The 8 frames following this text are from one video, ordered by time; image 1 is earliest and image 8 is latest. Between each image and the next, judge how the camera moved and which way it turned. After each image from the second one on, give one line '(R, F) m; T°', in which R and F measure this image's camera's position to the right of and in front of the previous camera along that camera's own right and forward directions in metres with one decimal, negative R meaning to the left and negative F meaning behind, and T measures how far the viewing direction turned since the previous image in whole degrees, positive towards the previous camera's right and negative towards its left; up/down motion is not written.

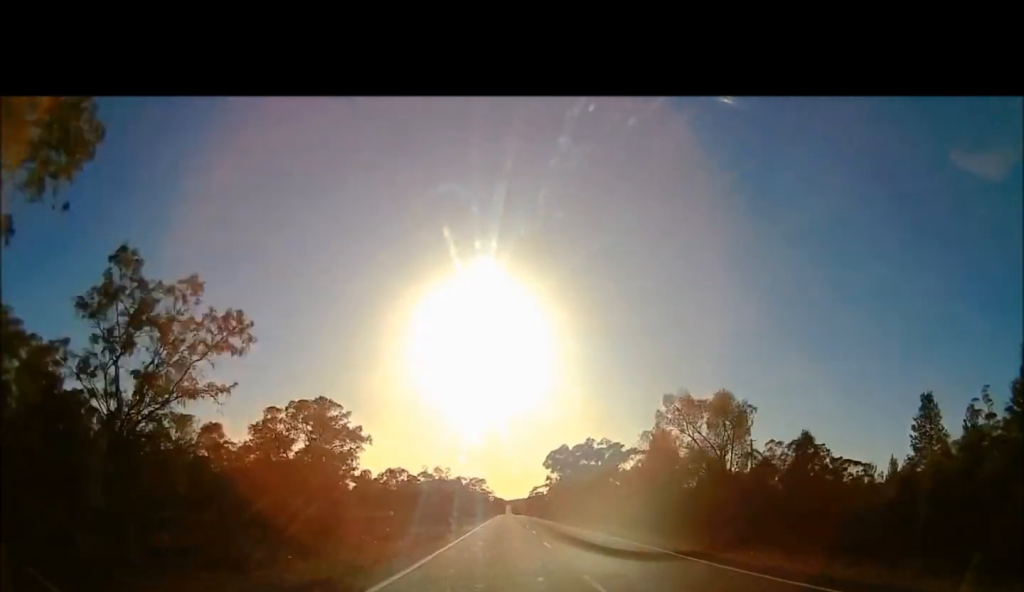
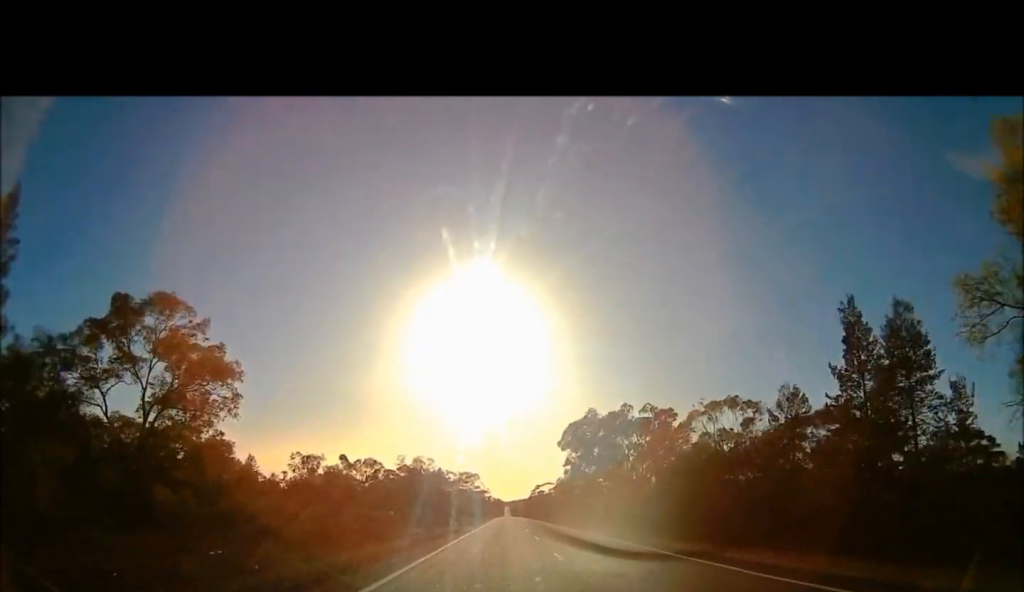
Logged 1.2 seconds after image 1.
(-0.1, +40.4) m; 0°
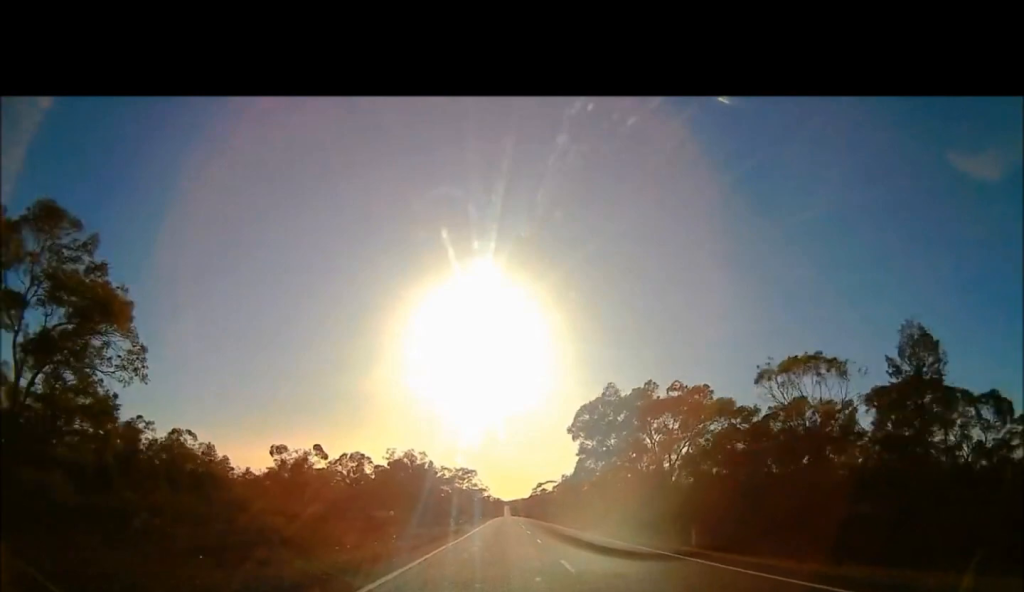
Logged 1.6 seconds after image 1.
(0.0, +14.6) m; 0°
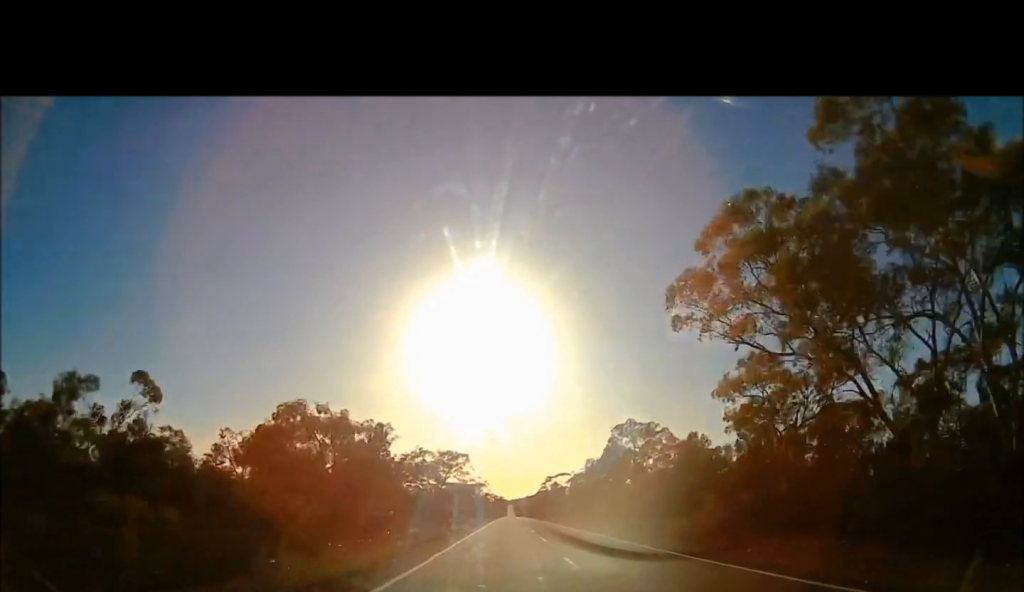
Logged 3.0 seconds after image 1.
(+0.2, +47.0) m; 0°
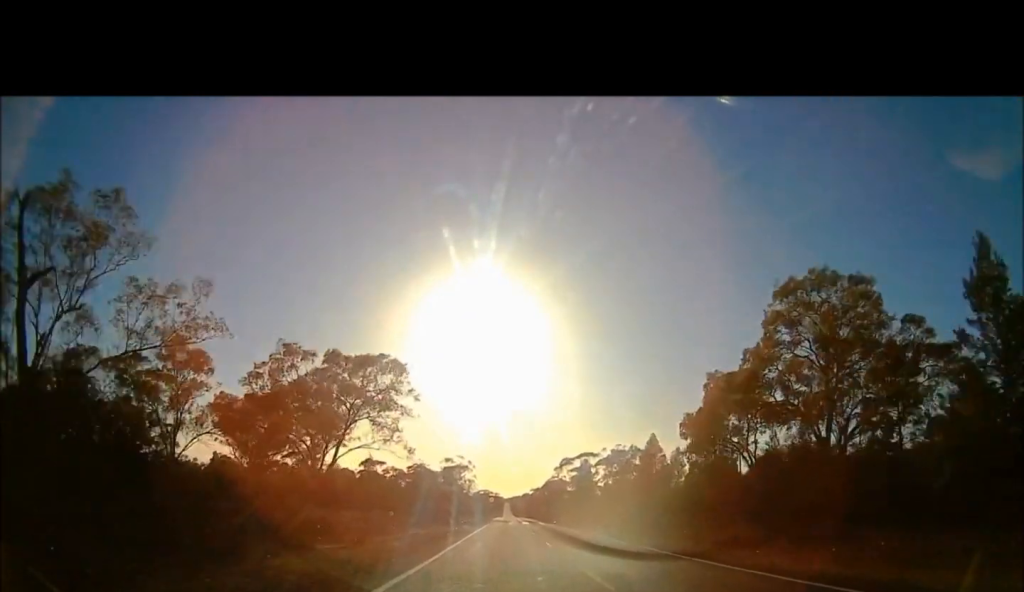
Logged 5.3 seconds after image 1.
(+0.2, +74.6) m; 0°
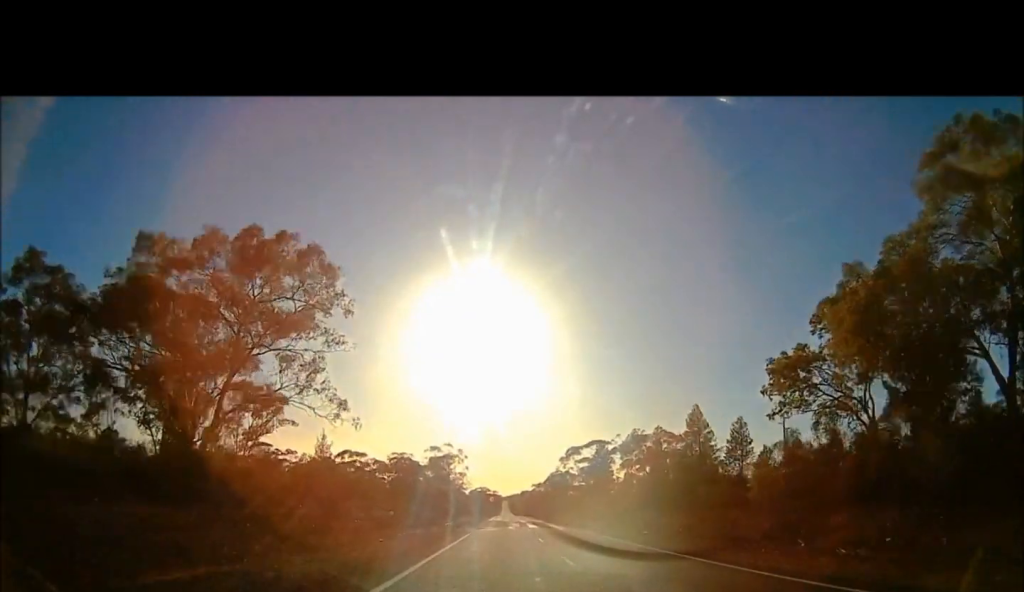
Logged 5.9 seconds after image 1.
(0.0, +21.2) m; 0°
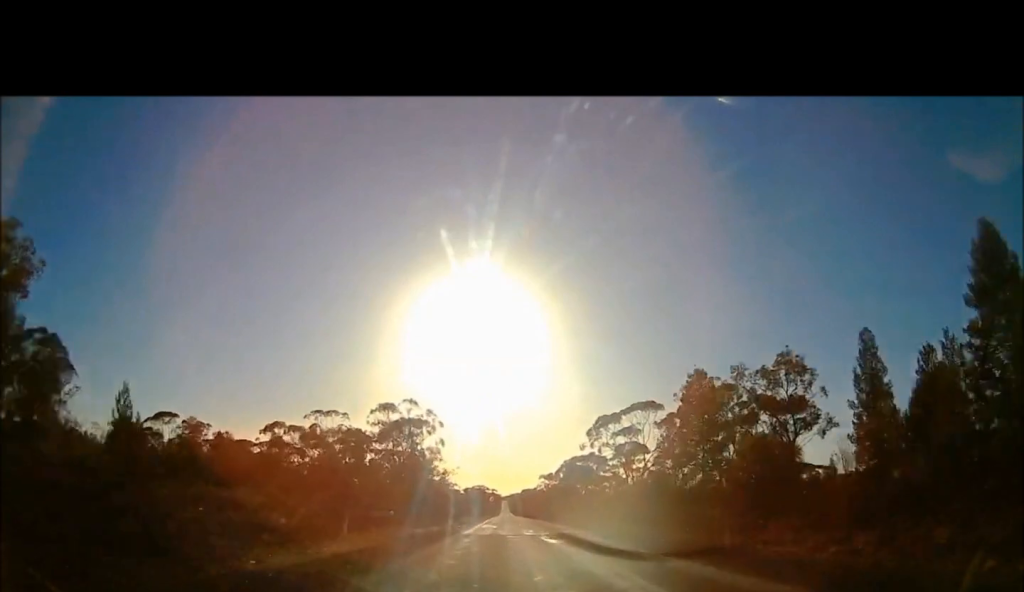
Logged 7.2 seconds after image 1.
(0.0, +44.9) m; 0°
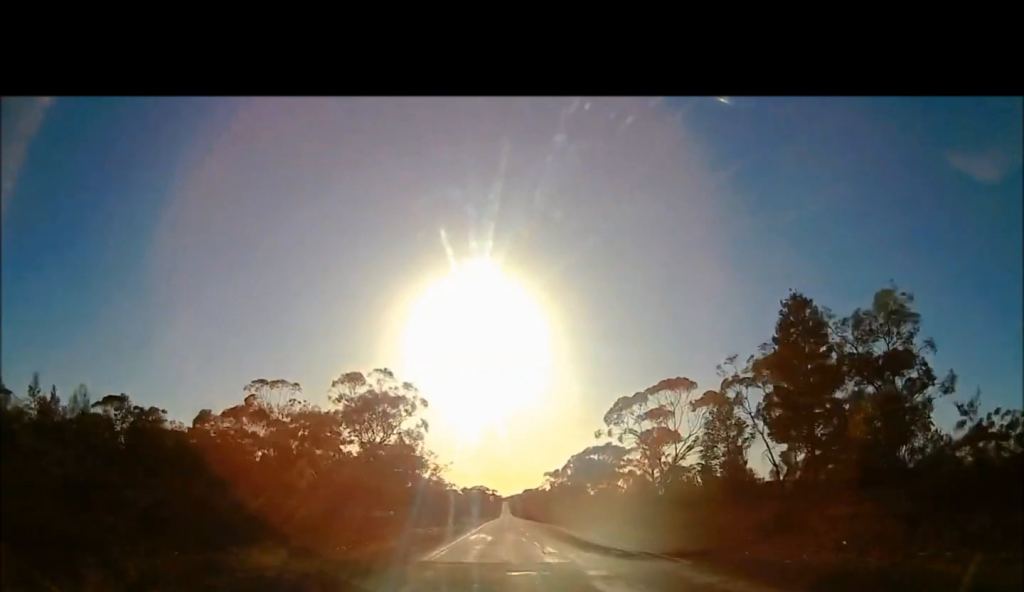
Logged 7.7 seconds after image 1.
(0.0, +15.7) m; 0°
